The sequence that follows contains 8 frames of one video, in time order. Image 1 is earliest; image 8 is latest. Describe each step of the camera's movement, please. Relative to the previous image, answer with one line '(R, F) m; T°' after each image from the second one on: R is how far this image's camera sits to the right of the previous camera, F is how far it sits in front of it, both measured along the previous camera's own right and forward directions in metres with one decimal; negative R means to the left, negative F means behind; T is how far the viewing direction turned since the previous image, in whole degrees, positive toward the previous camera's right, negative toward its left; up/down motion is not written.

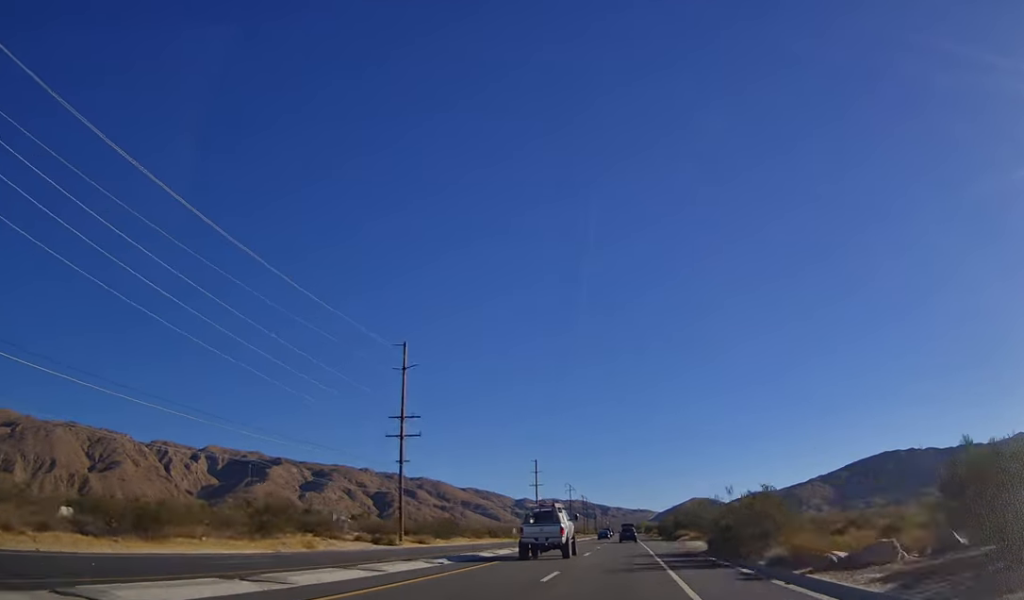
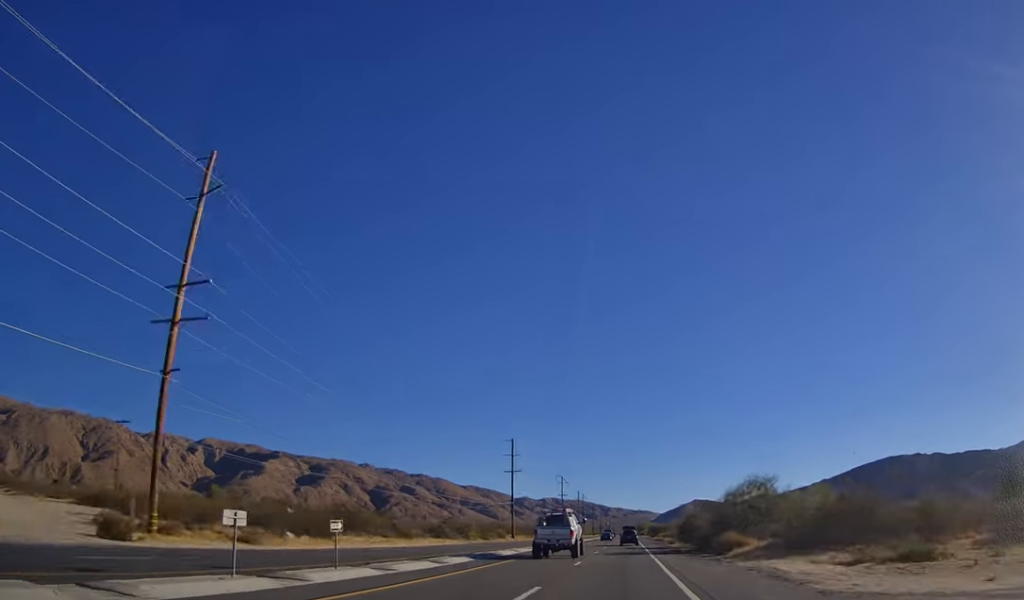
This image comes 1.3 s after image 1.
(0.0, +36.2) m; 0°
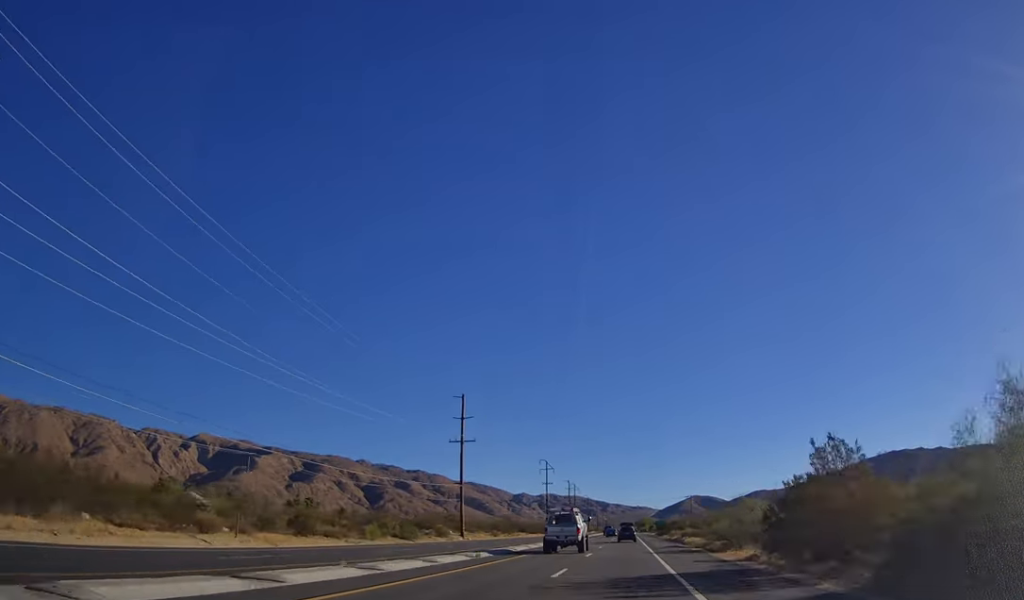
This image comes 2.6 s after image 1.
(0.0, +38.1) m; 0°
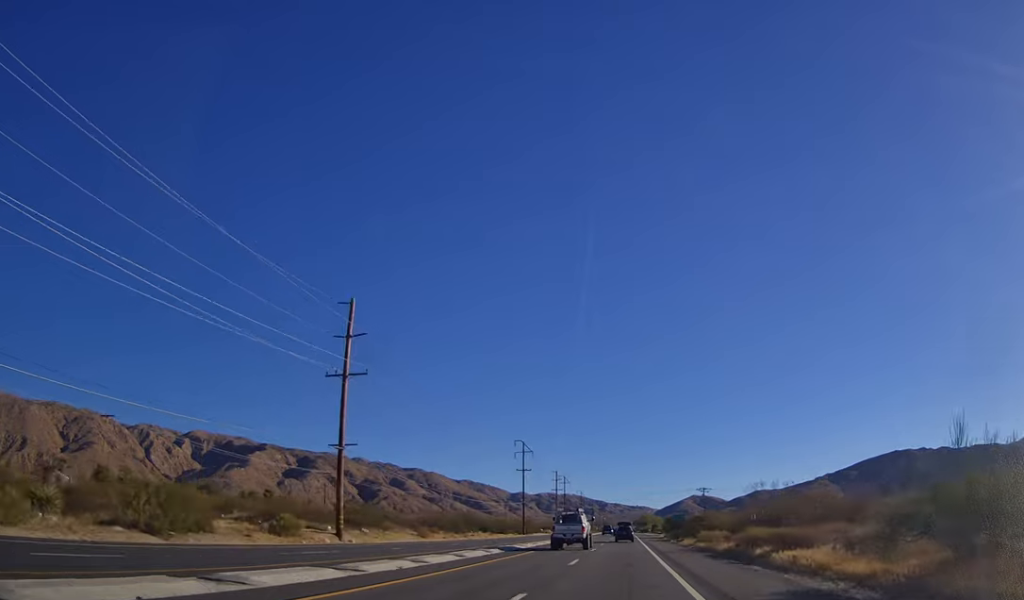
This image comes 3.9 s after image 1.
(+0.2, +38.0) m; 0°
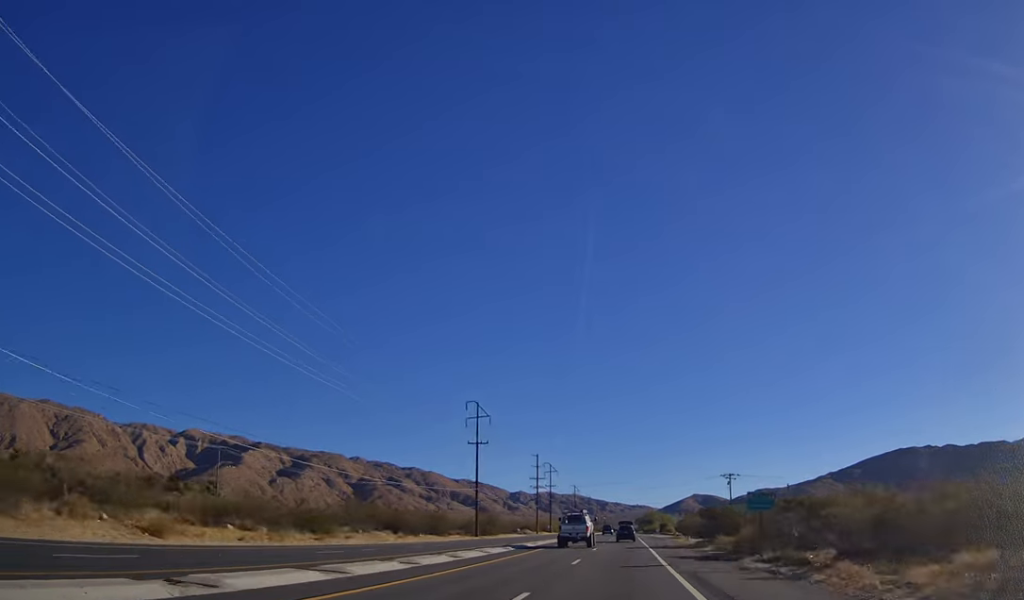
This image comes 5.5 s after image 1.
(0.0, +43.7) m; 0°
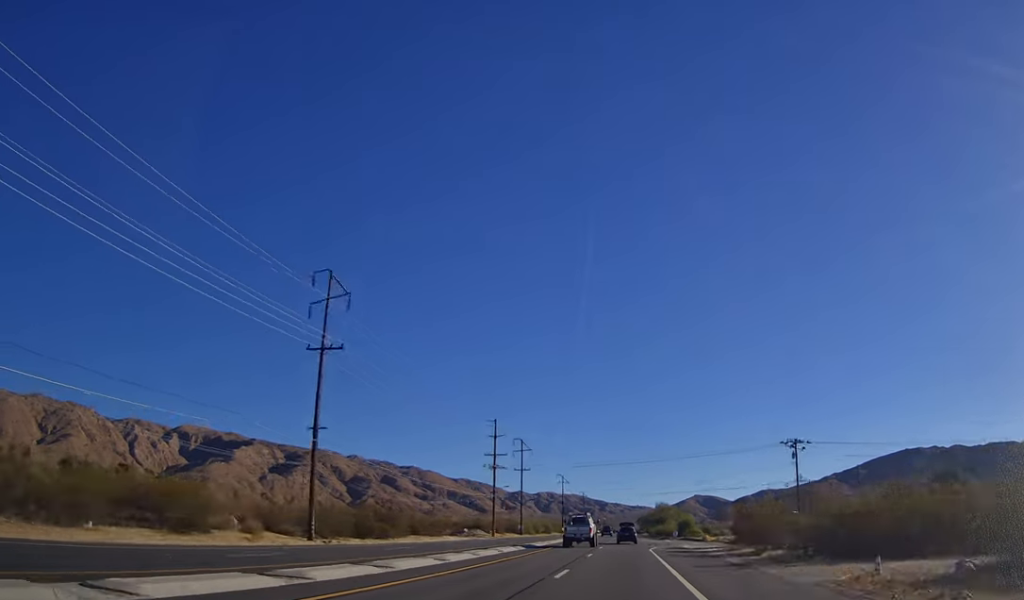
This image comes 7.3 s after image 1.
(+0.2, +51.4) m; 0°
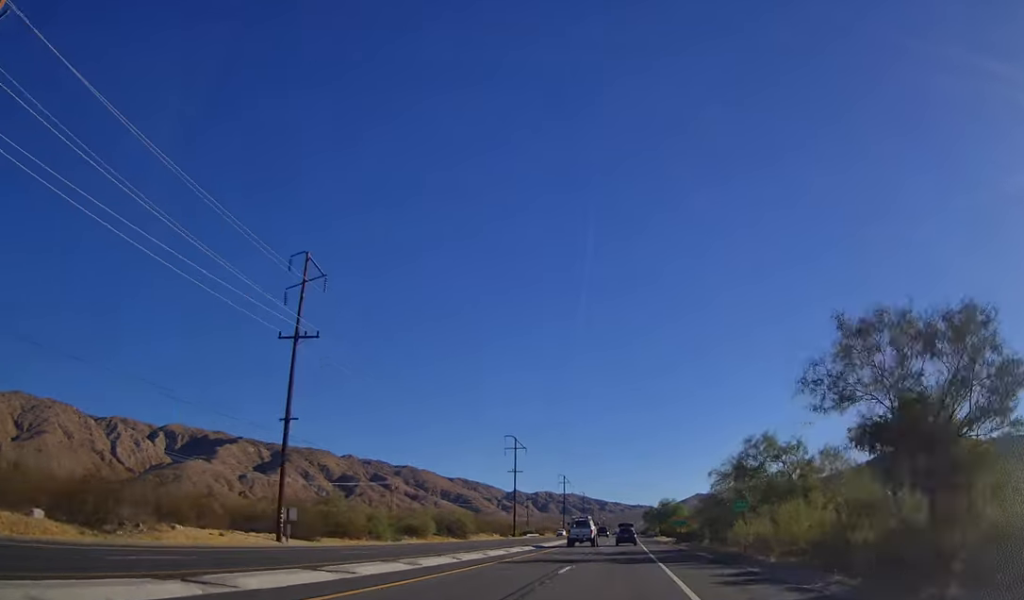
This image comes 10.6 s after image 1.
(-0.4, +94.9) m; -1°
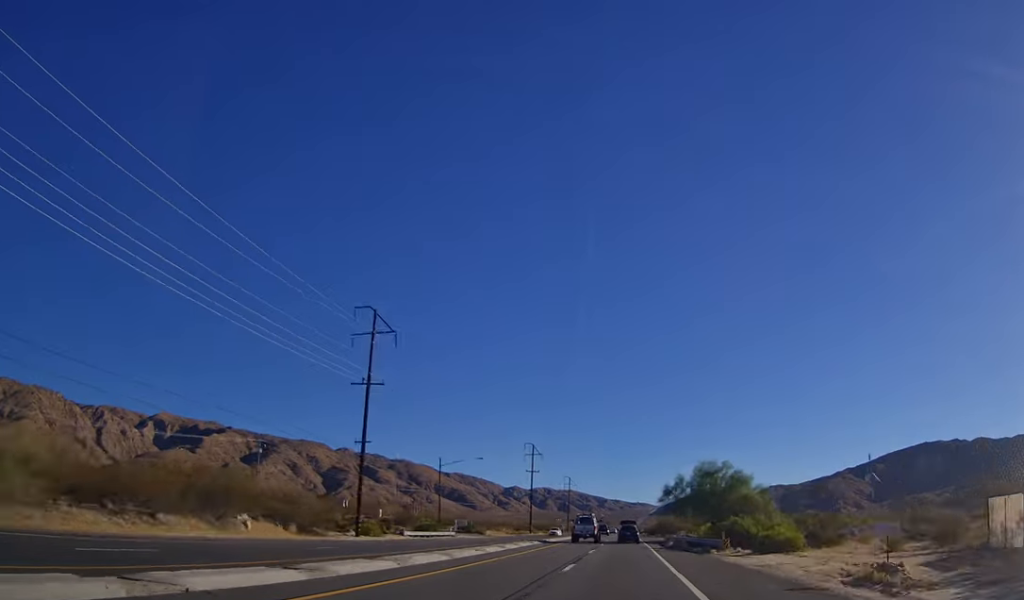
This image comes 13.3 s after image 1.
(+0.1, +75.3) m; 0°
